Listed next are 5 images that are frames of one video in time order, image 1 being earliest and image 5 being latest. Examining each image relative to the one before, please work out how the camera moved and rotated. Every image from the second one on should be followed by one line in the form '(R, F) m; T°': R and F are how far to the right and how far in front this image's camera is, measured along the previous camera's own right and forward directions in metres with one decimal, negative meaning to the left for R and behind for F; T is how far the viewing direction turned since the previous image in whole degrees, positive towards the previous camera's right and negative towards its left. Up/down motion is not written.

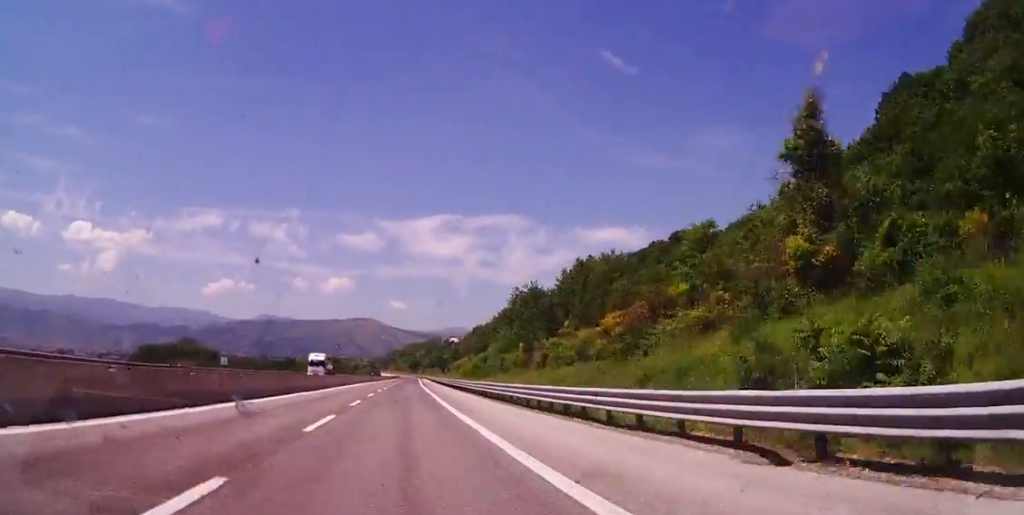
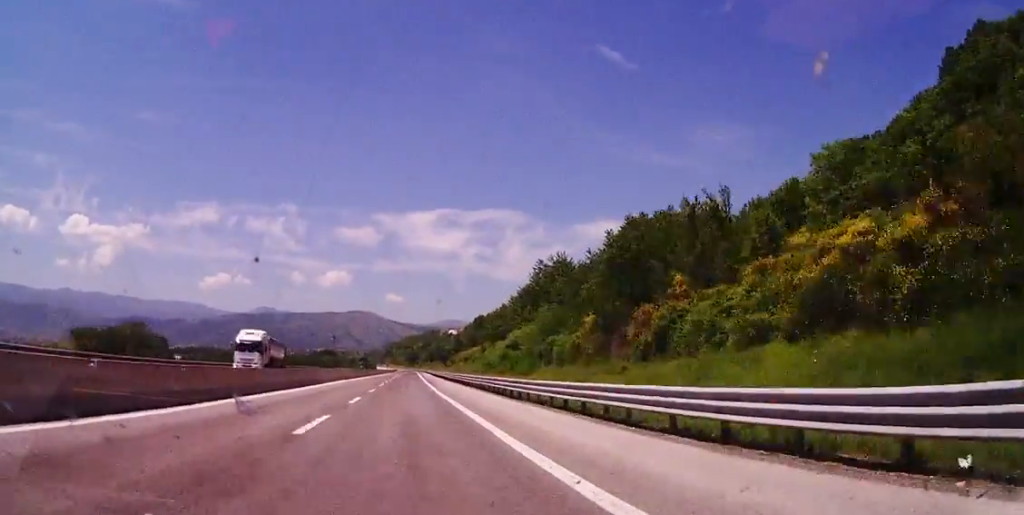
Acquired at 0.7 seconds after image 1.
(0.0, +26.1) m; +1°
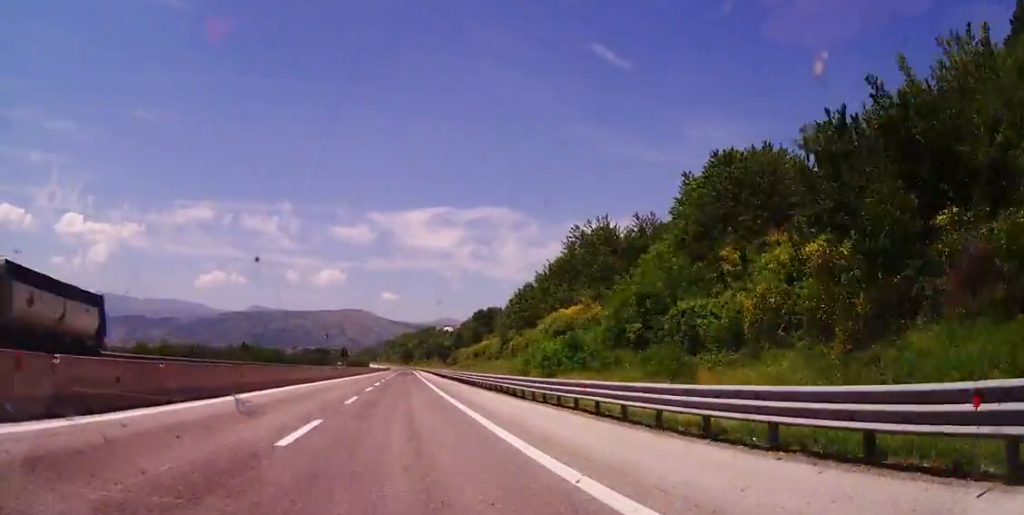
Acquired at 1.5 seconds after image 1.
(+0.3, +26.1) m; +1°
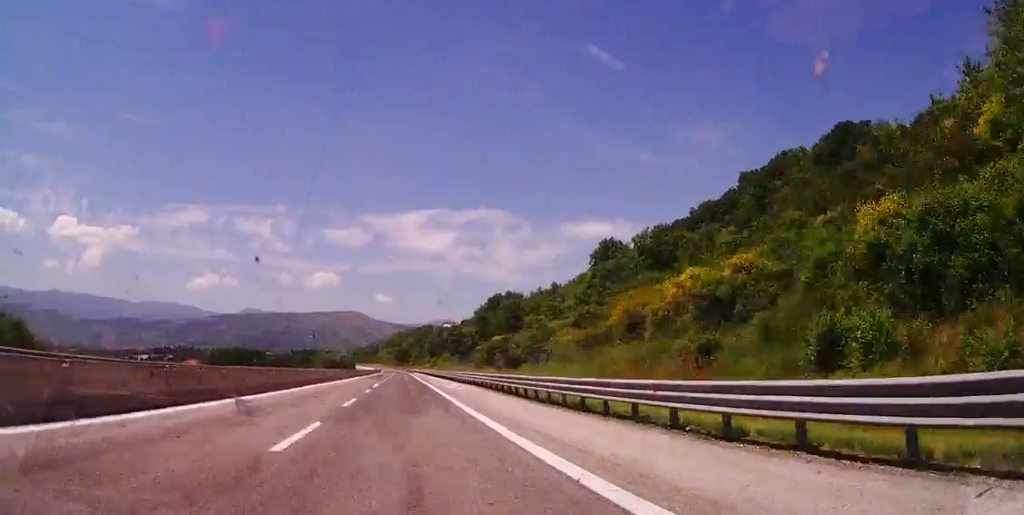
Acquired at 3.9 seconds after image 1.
(+0.6, +85.3) m; 0°
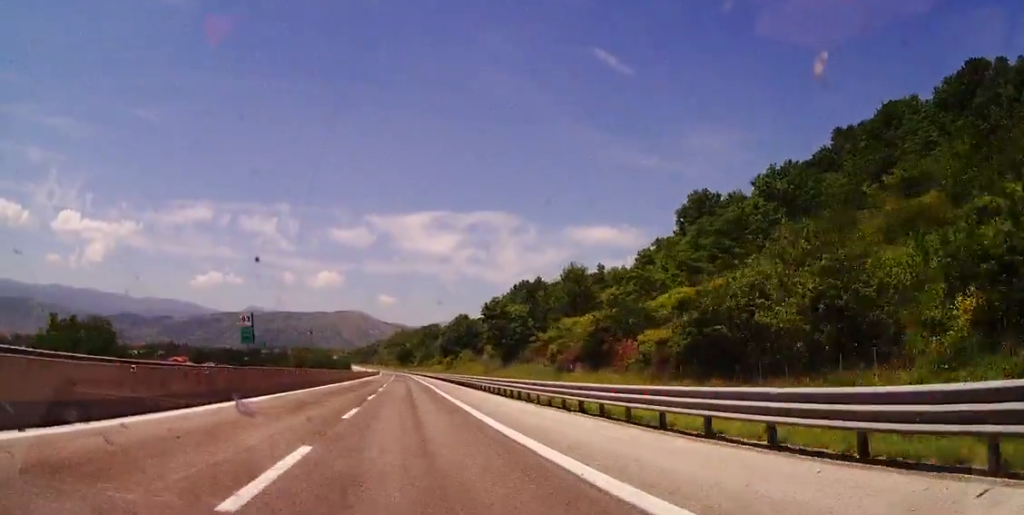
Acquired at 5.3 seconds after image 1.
(0.0, +52.0) m; +1°
